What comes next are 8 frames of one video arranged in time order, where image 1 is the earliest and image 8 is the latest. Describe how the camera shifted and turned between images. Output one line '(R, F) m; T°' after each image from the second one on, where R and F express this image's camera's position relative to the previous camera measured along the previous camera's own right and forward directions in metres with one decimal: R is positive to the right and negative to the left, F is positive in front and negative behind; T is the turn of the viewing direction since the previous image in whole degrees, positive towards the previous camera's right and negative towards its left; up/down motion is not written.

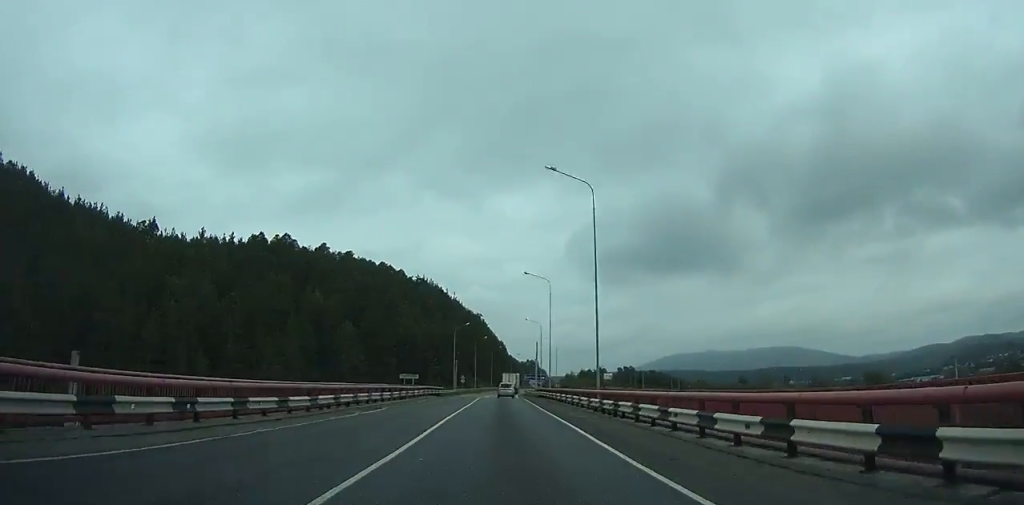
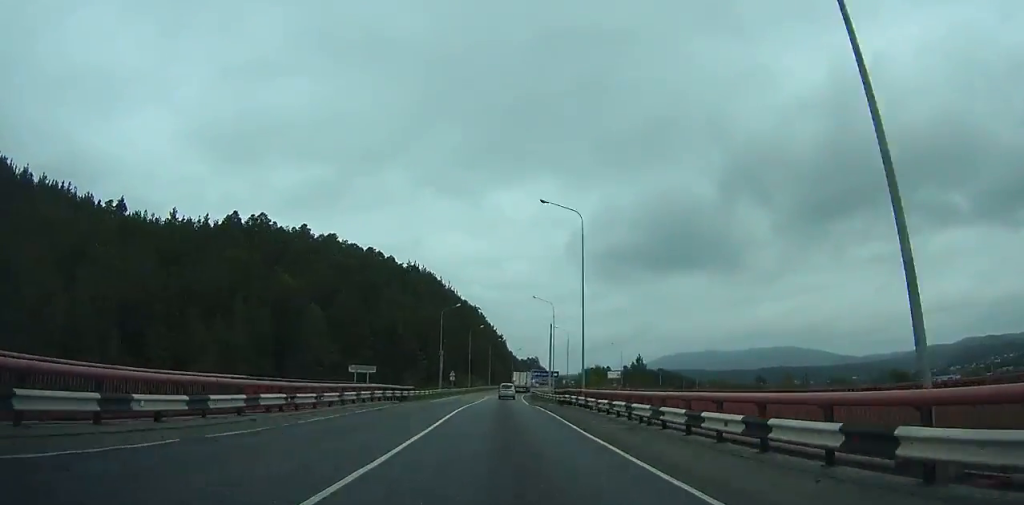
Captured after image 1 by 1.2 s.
(+0.1, +22.8) m; 0°
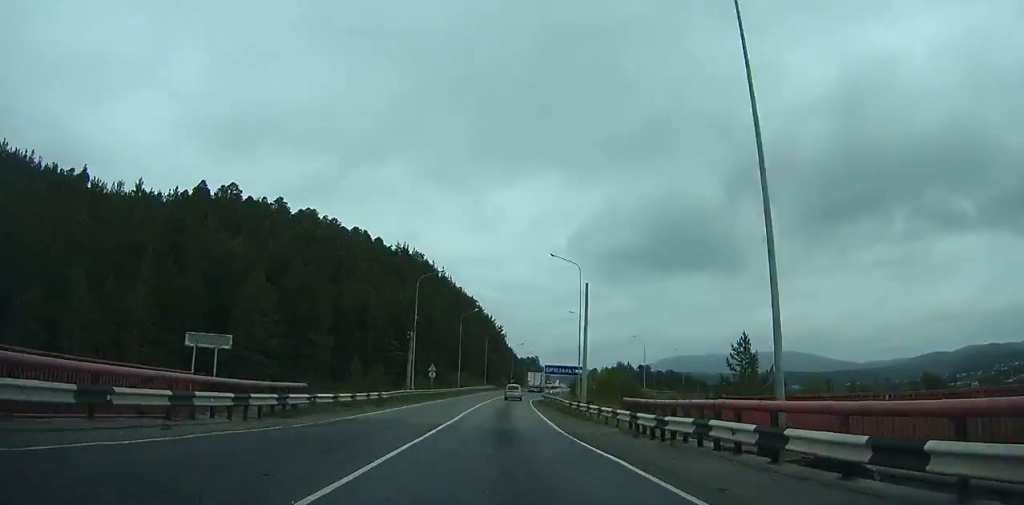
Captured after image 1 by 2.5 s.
(+0.1, +24.4) m; +1°
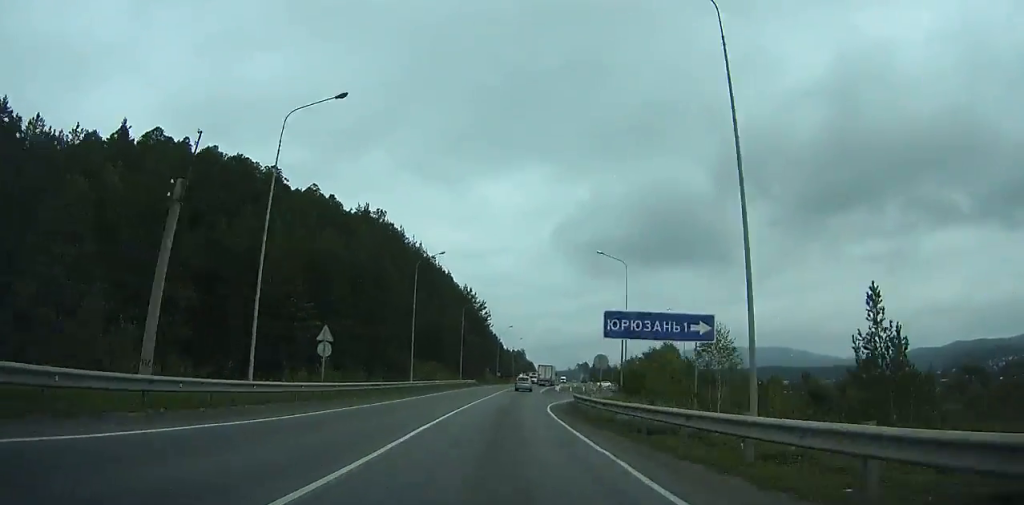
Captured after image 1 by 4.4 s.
(+0.2, +35.4) m; +2°
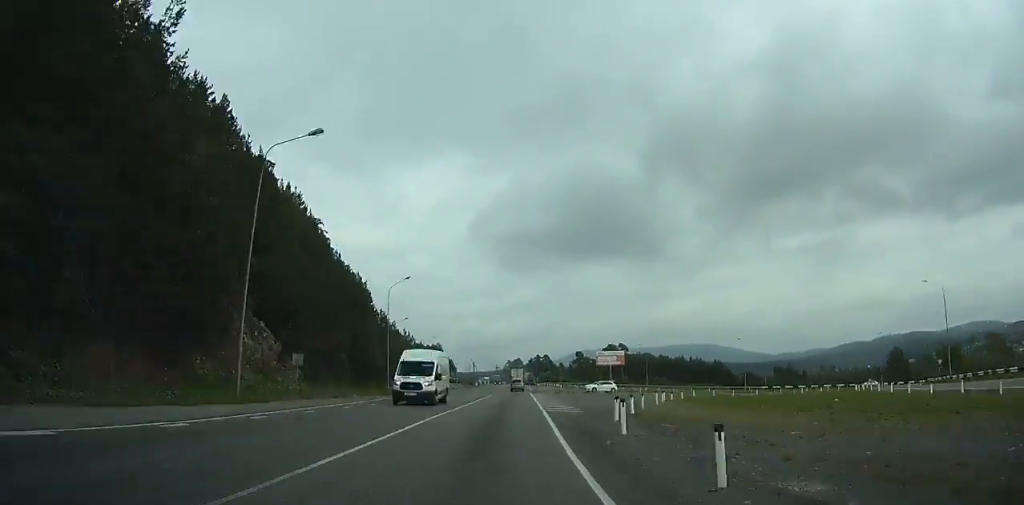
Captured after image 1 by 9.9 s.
(+5.7, +99.8) m; +7°
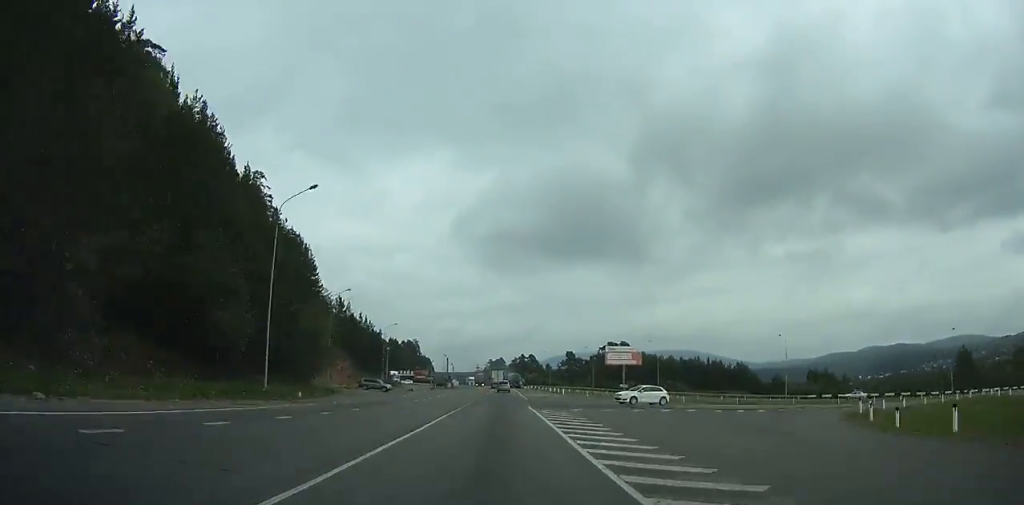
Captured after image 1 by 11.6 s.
(+0.6, +30.4) m; +1°
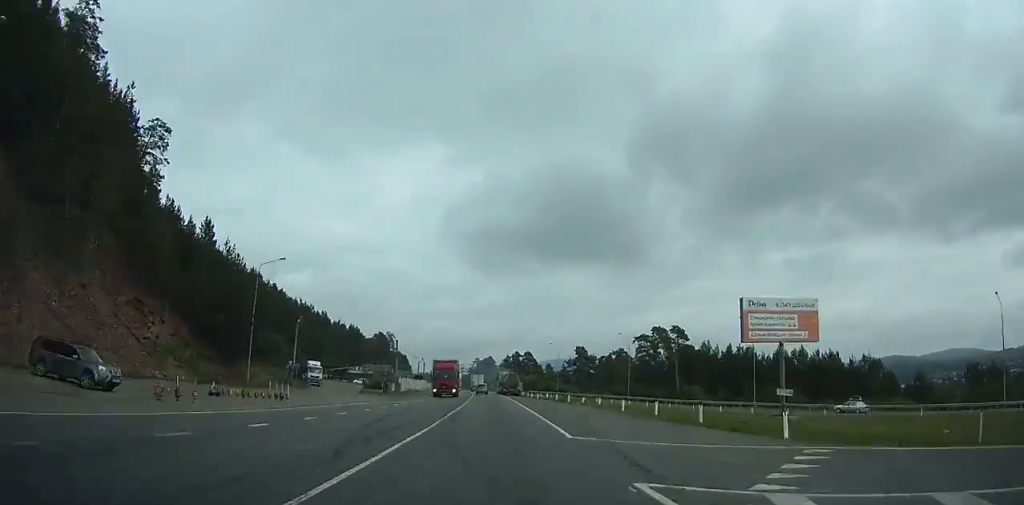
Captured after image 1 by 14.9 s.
(+0.9, +58.8) m; +1°
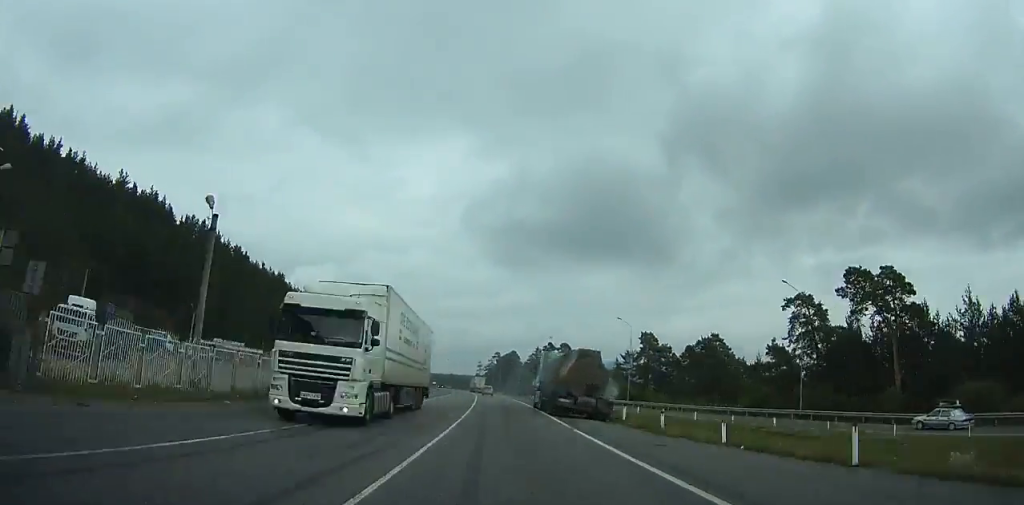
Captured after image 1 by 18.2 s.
(0.0, +59.0) m; -1°
